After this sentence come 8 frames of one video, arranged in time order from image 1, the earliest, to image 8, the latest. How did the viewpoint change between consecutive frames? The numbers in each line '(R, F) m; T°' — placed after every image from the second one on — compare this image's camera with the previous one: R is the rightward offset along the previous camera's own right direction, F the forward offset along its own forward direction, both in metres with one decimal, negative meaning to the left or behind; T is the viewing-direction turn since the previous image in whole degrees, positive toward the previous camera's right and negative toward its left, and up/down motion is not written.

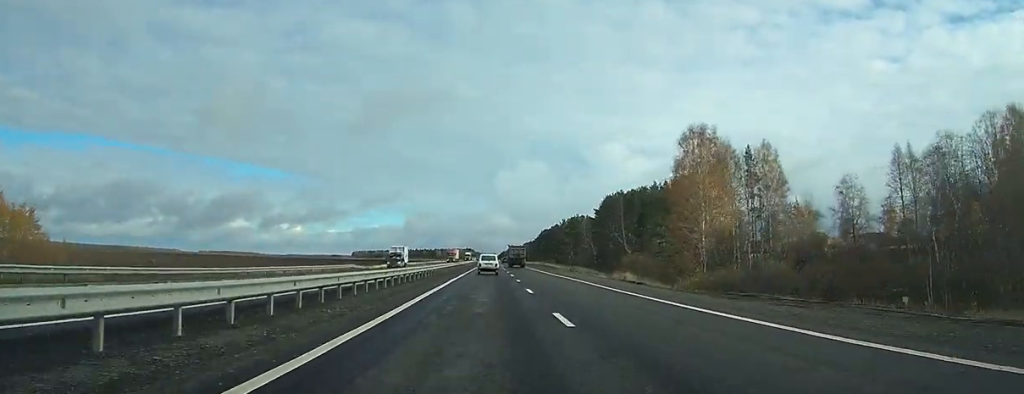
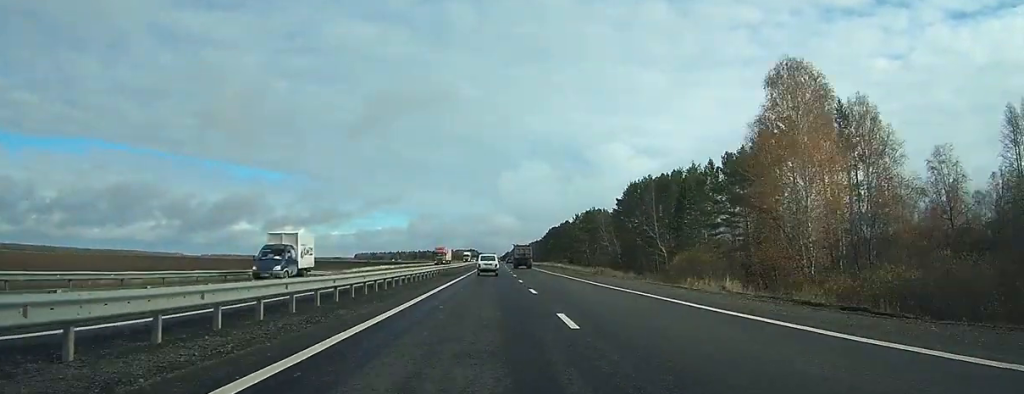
(+0.1, +25.3) m; 0°
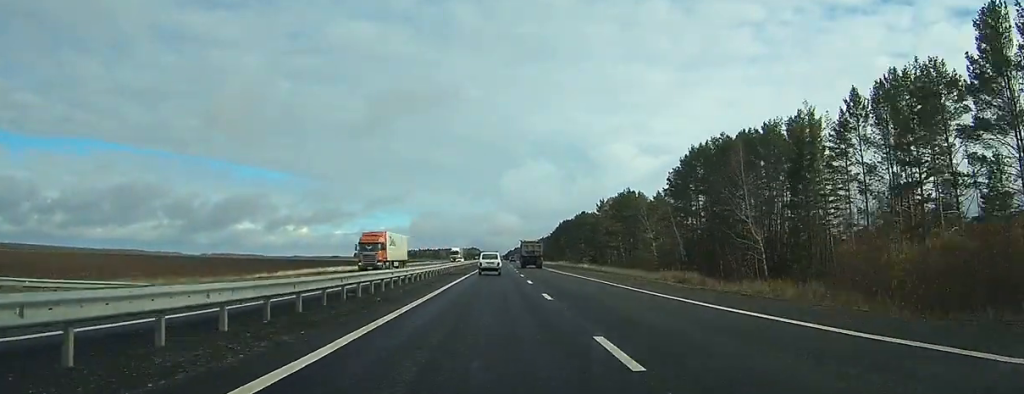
(-0.2, +40.4) m; 0°
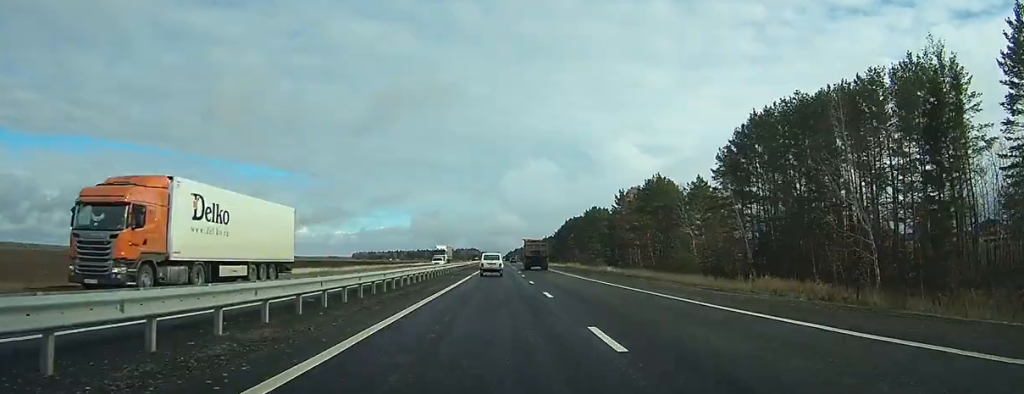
(-0.1, +22.6) m; 0°
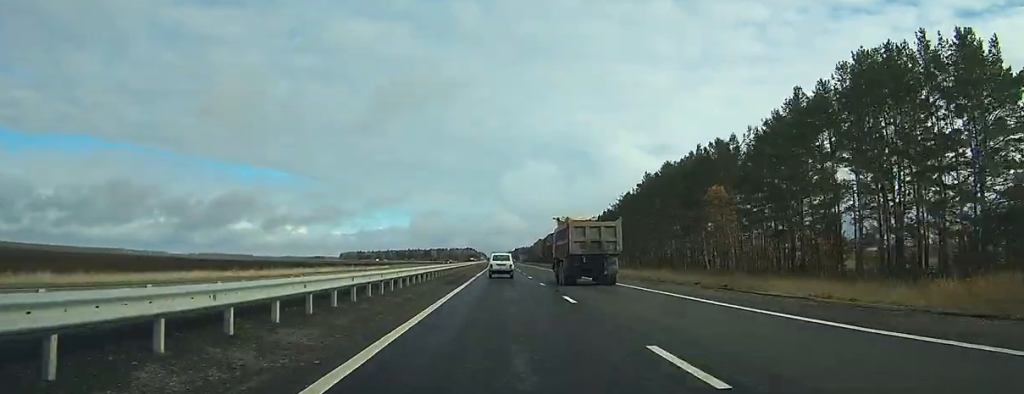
(+0.6, +132.2) m; 0°
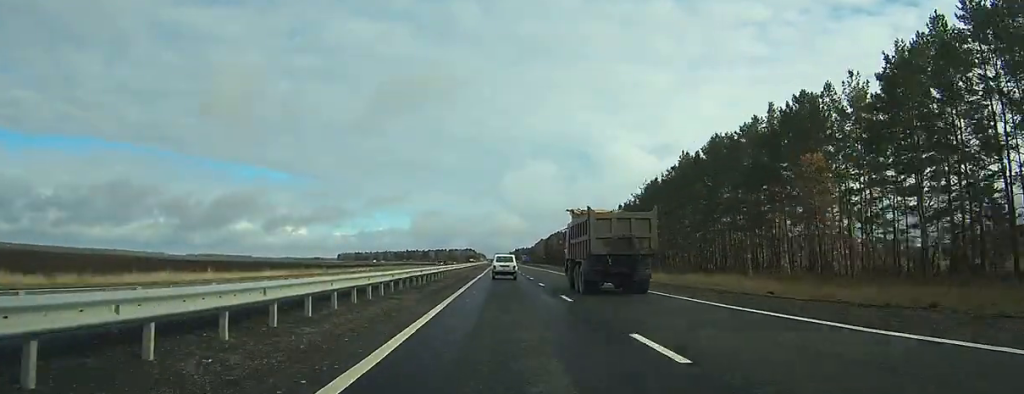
(0.0, +23.3) m; 0°
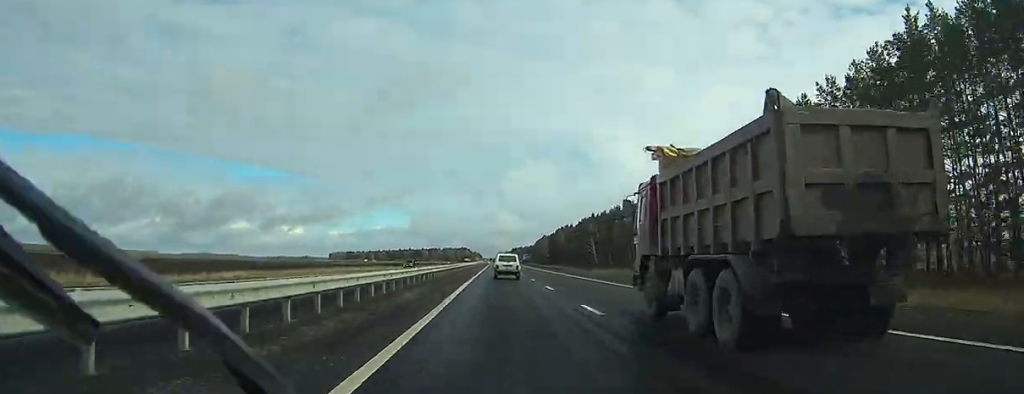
(-0.1, +55.1) m; 0°
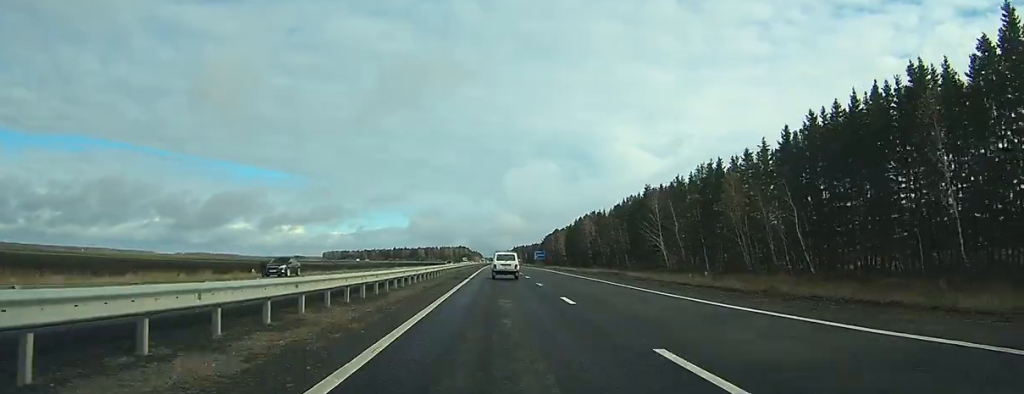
(+0.3, +67.6) m; 0°
